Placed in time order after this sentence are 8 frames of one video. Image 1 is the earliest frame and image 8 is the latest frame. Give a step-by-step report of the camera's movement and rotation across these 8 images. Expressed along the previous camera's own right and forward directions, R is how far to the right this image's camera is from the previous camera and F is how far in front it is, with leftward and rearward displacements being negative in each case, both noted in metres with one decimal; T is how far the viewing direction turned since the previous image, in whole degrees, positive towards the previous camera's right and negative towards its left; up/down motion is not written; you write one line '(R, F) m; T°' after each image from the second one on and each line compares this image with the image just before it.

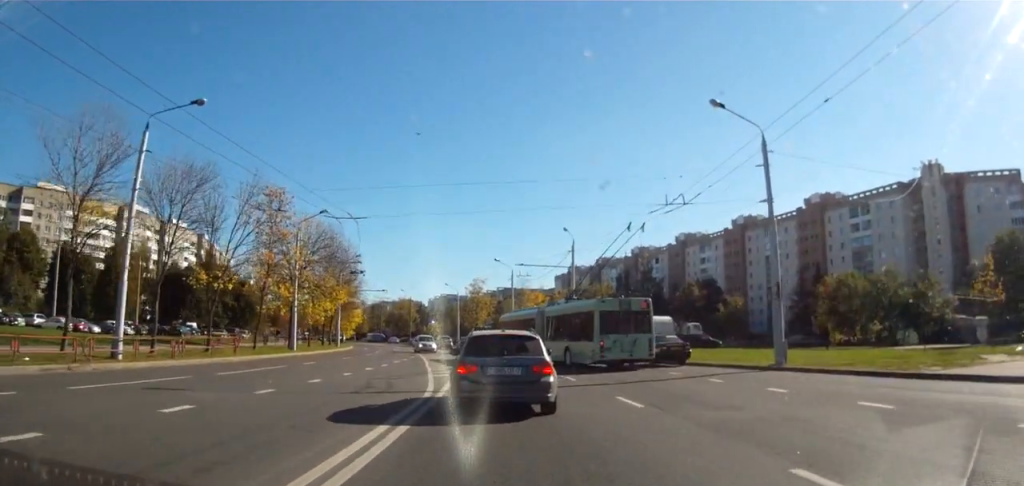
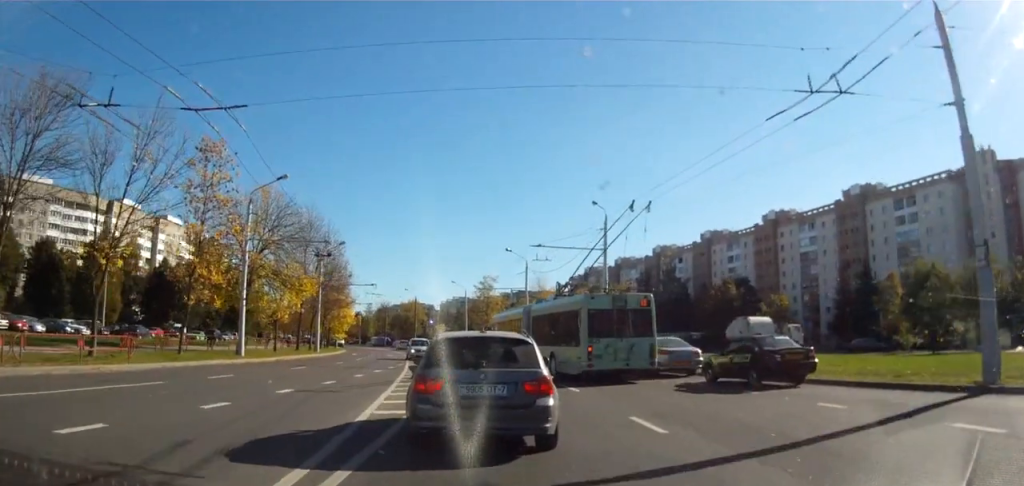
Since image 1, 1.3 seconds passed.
(-0.4, +11.9) m; -4°
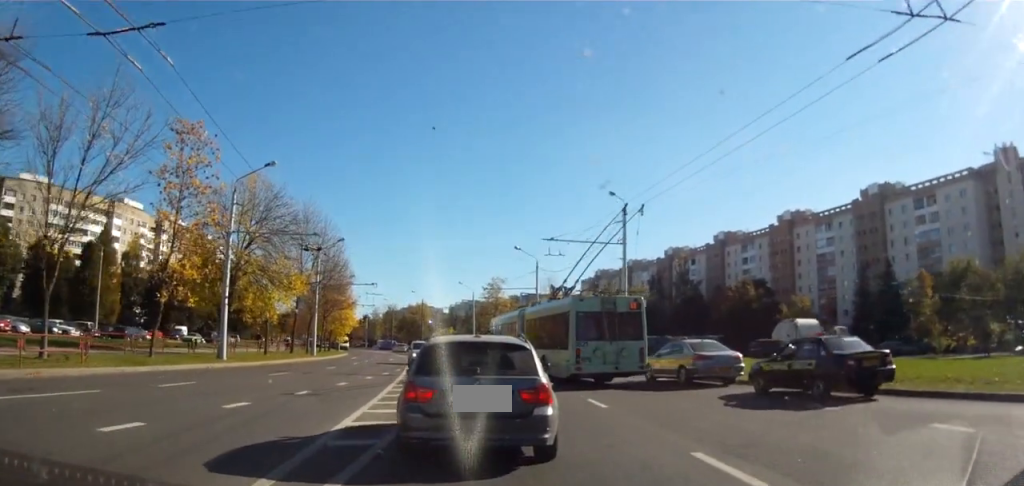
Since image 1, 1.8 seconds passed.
(0.0, +4.1) m; -1°
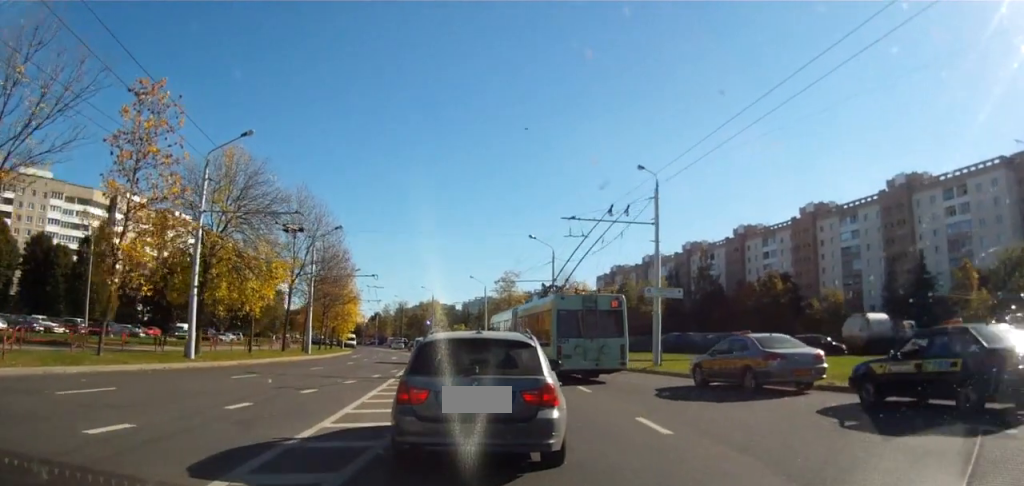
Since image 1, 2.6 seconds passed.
(-0.3, +5.1) m; +1°
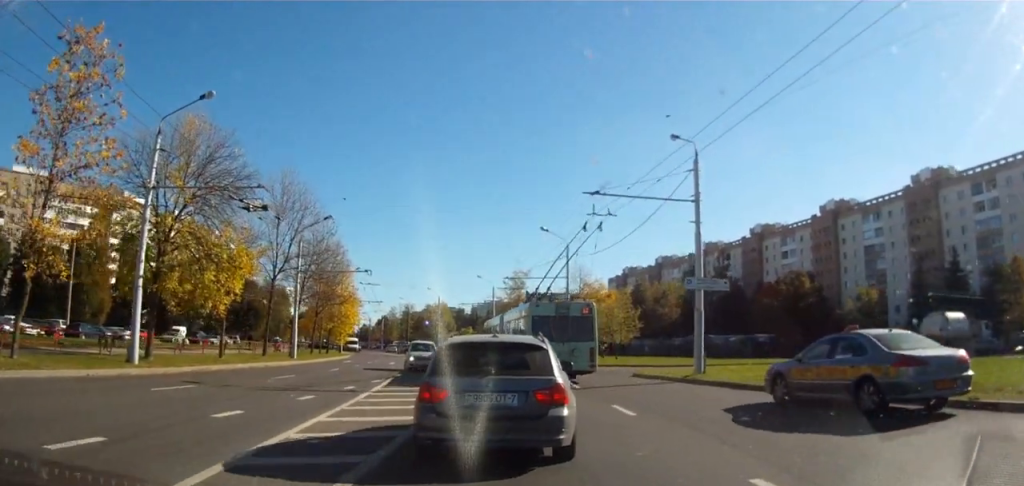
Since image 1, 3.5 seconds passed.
(+0.4, +5.6) m; 0°
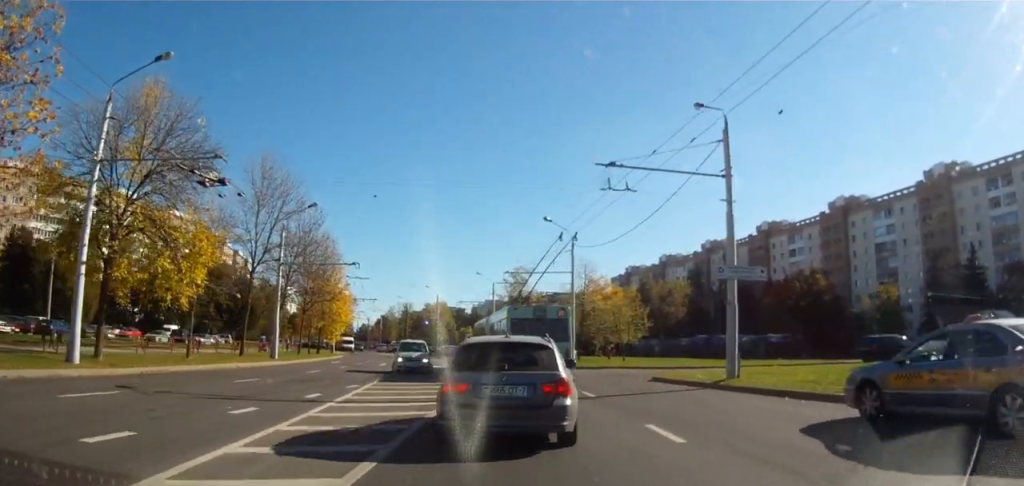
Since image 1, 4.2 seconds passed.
(-0.1, +3.8) m; -2°
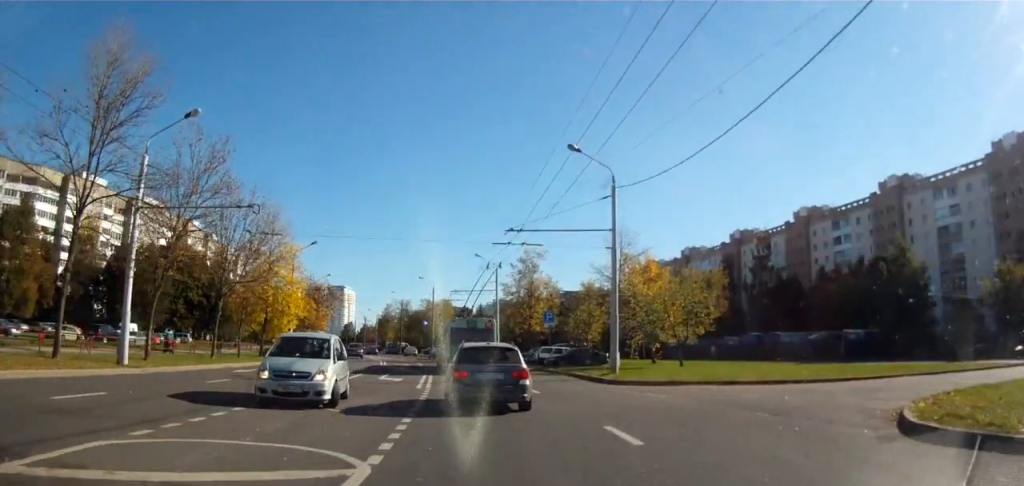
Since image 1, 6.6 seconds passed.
(-0.1, +15.7) m; -1°
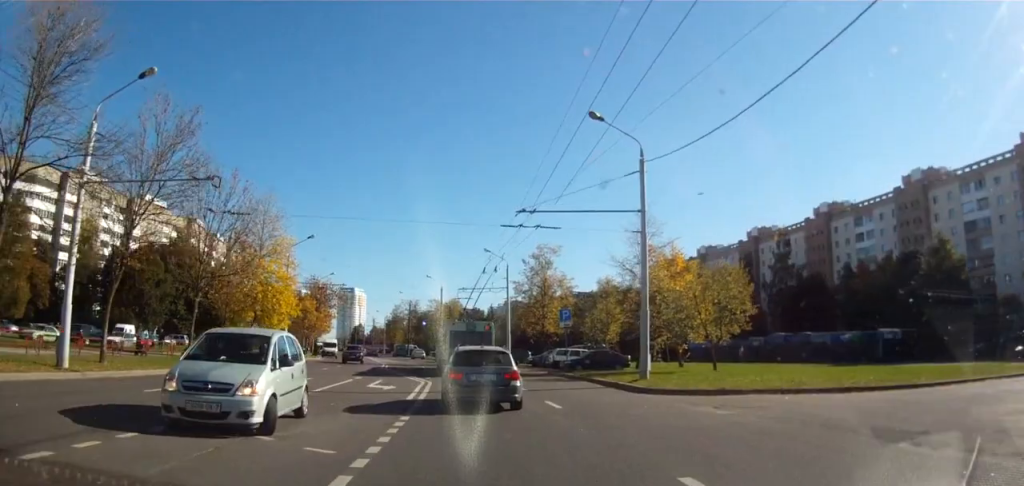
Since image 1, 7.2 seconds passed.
(-0.2, +4.2) m; -2°
